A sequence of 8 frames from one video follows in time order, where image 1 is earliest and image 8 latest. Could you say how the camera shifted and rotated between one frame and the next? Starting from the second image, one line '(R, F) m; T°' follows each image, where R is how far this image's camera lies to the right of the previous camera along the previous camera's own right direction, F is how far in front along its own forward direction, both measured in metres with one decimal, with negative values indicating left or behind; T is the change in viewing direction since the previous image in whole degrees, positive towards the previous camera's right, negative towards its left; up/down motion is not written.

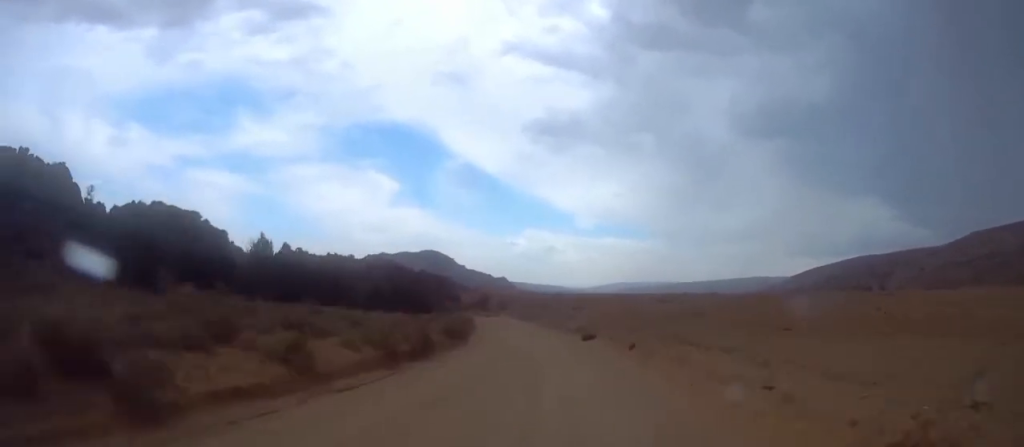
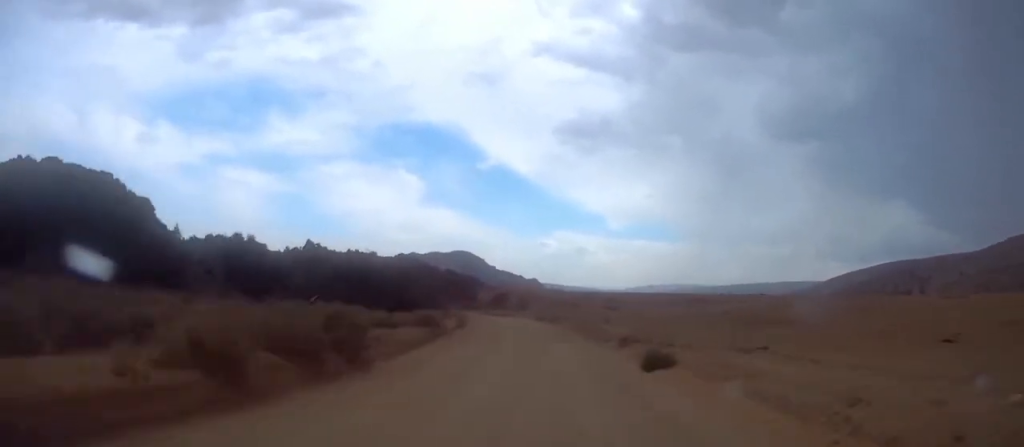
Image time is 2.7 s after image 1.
(-1.0, +28.2) m; -3°
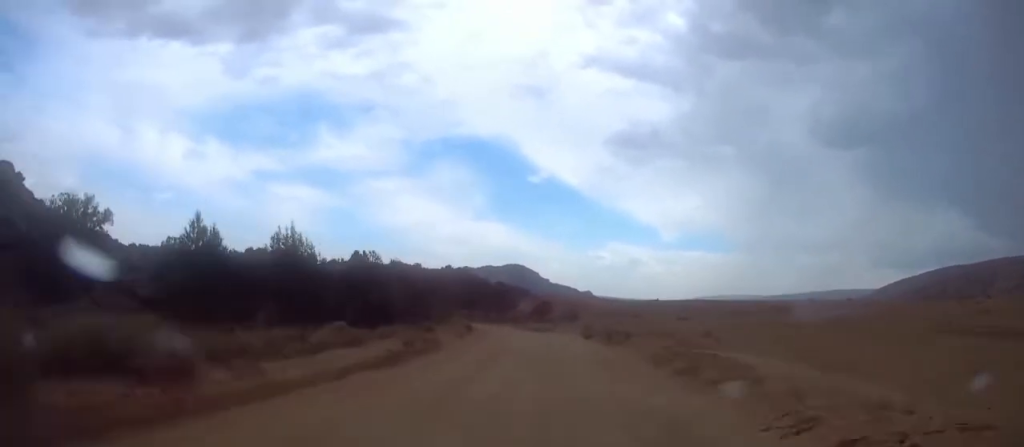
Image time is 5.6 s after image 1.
(-0.8, +31.2) m; -4°
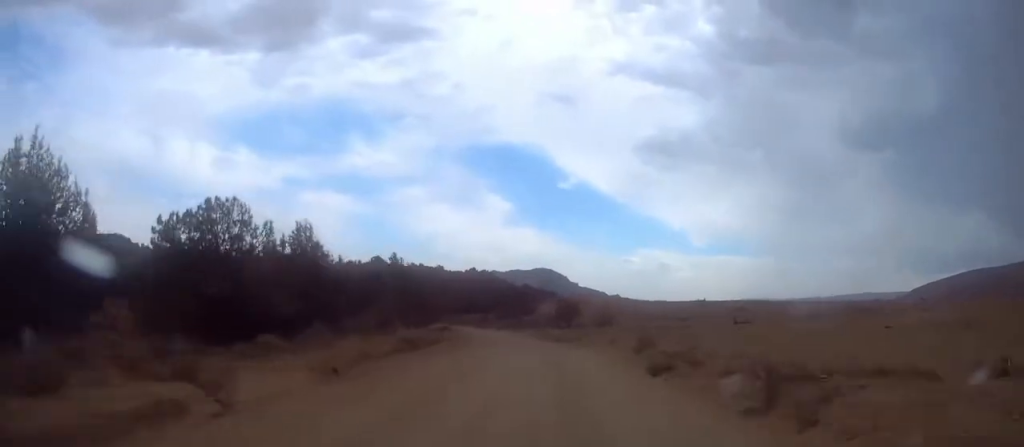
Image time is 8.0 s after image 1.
(+0.1, +25.7) m; -3°
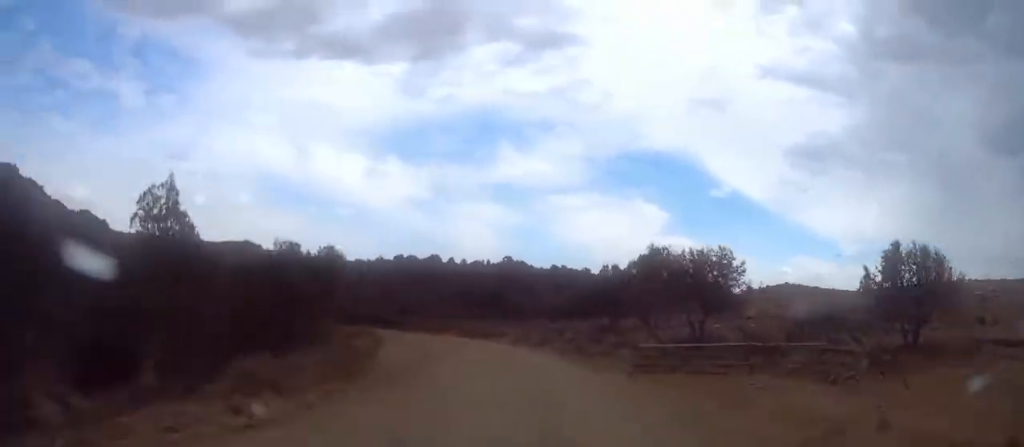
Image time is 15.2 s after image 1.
(-8.9, +76.9) m; -16°
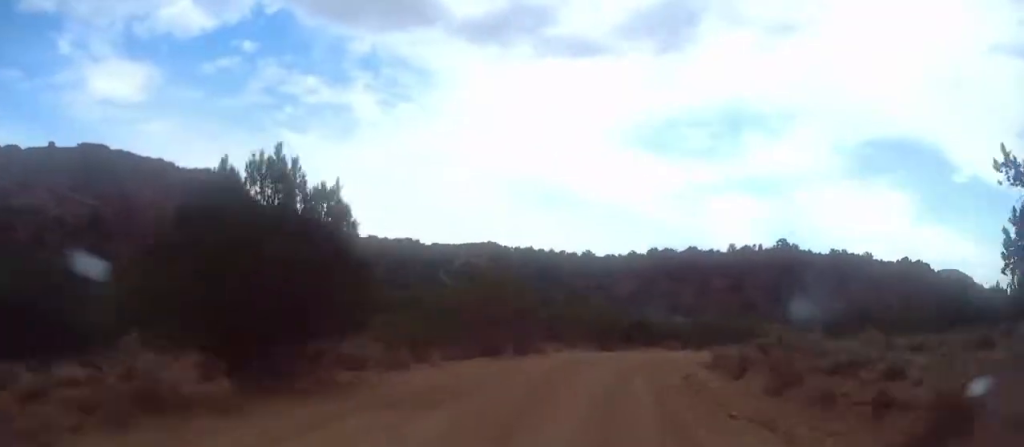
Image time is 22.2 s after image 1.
(-13.3, +70.0) m; -12°
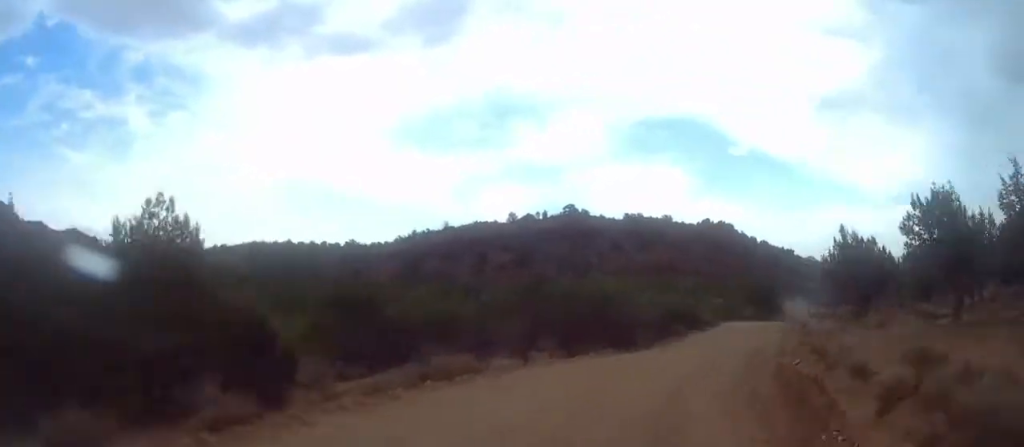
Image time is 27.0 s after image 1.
(+2.8, +45.2) m; +15°
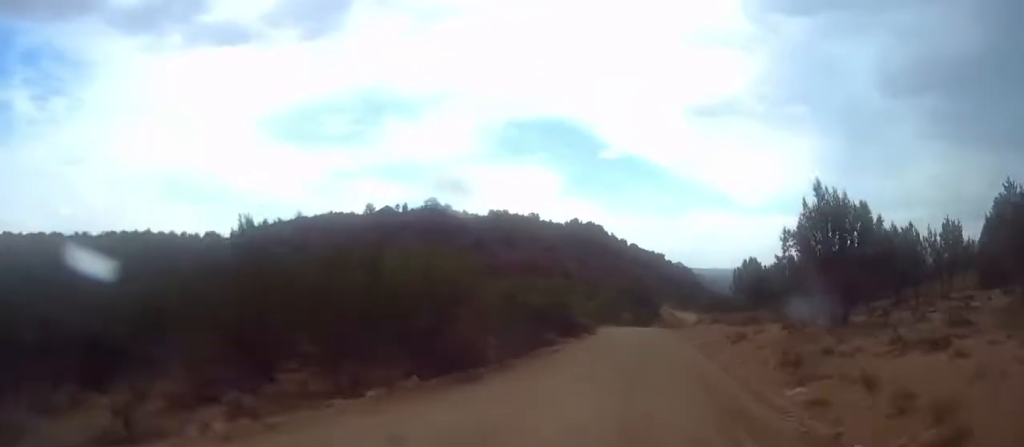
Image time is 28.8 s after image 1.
(+1.0, +16.5) m; +7°
